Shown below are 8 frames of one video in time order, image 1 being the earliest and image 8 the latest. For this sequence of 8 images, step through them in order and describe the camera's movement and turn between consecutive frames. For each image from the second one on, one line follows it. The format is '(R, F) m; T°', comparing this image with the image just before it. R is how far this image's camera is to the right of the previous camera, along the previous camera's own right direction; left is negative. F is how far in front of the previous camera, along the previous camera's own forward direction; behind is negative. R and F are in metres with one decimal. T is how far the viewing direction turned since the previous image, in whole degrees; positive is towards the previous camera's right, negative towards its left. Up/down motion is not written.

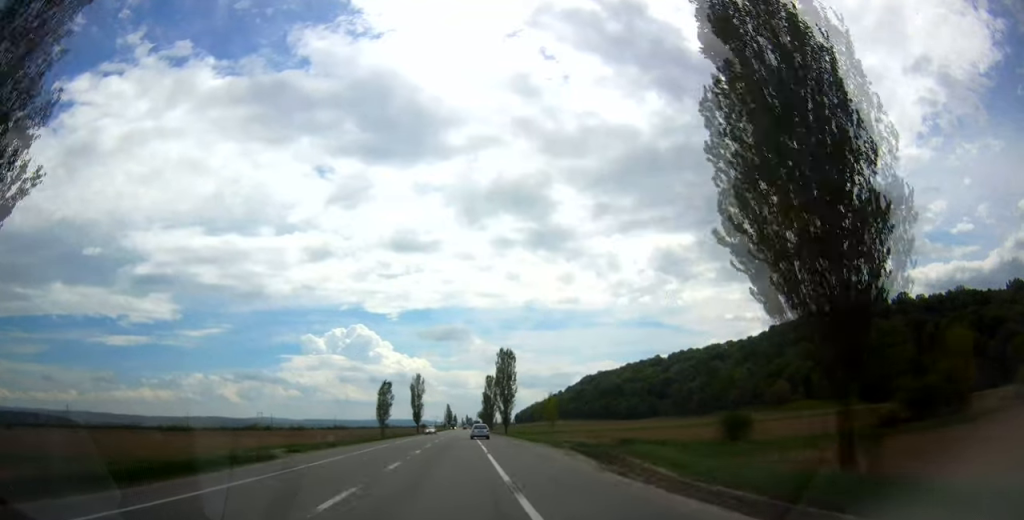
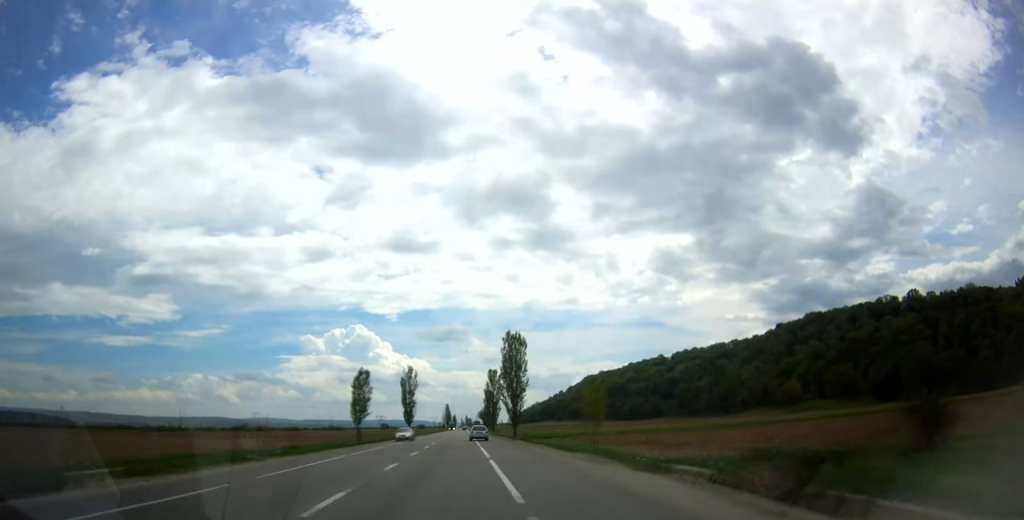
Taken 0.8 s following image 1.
(0.0, +18.3) m; 0°
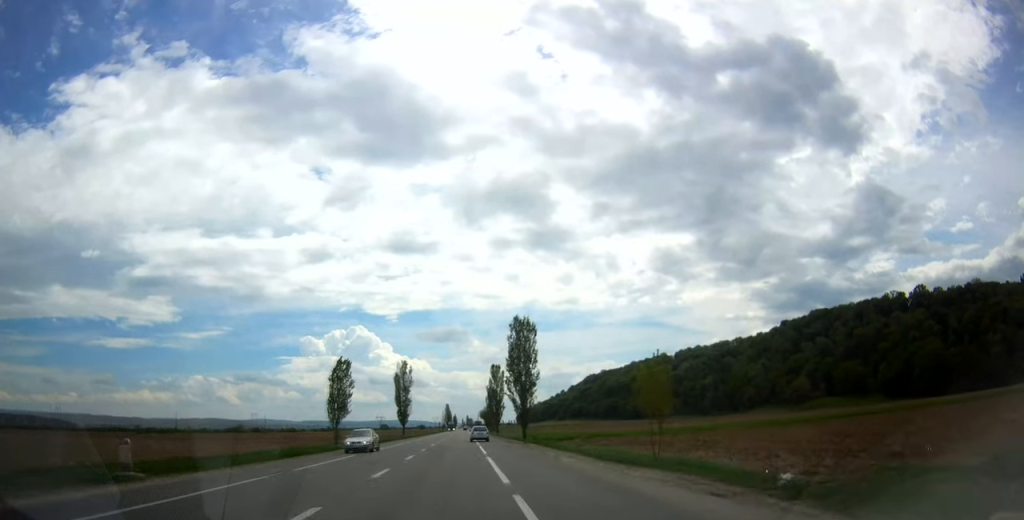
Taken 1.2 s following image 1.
(-0.1, +11.5) m; 0°
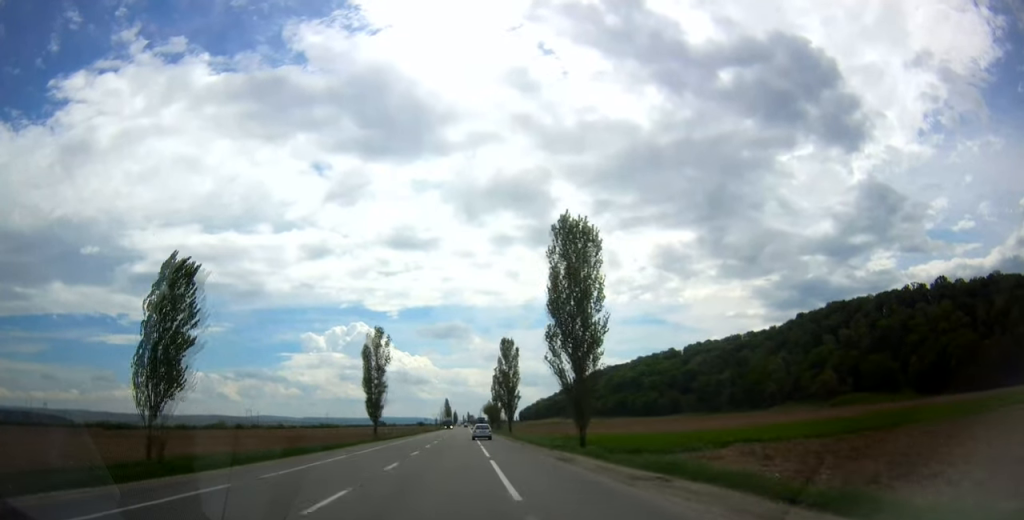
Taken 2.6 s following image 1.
(+0.1, +32.9) m; 0°
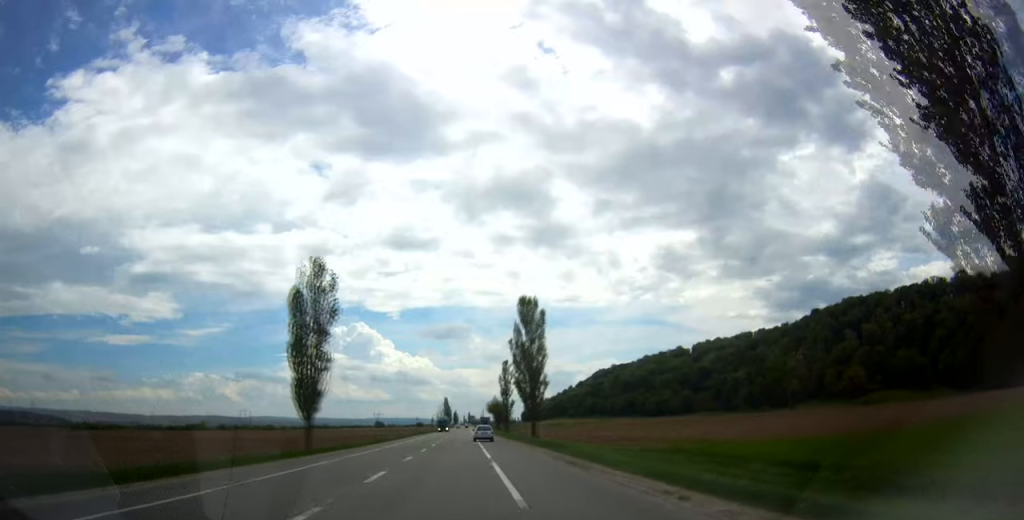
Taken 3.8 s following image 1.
(-0.1, +30.5) m; -1°
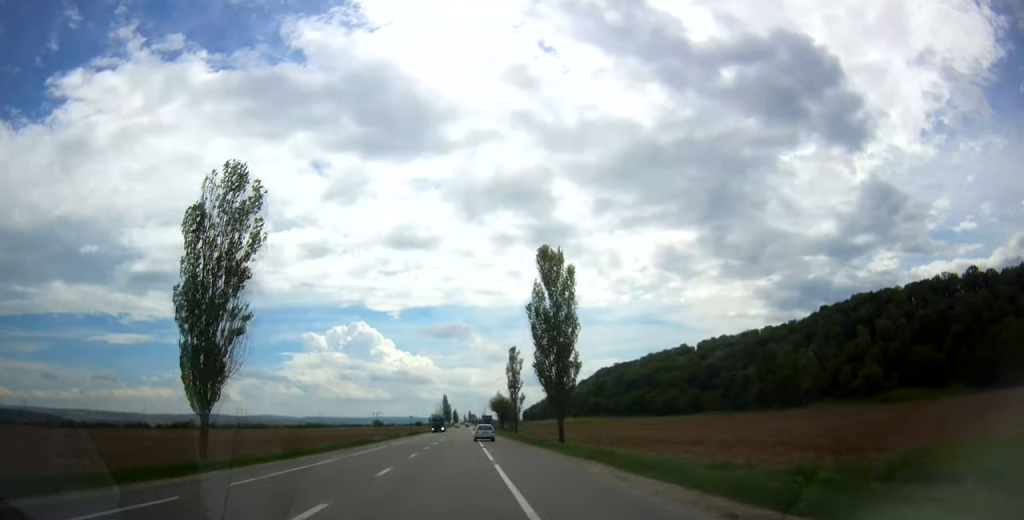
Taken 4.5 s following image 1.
(-0.2, +16.9) m; 0°
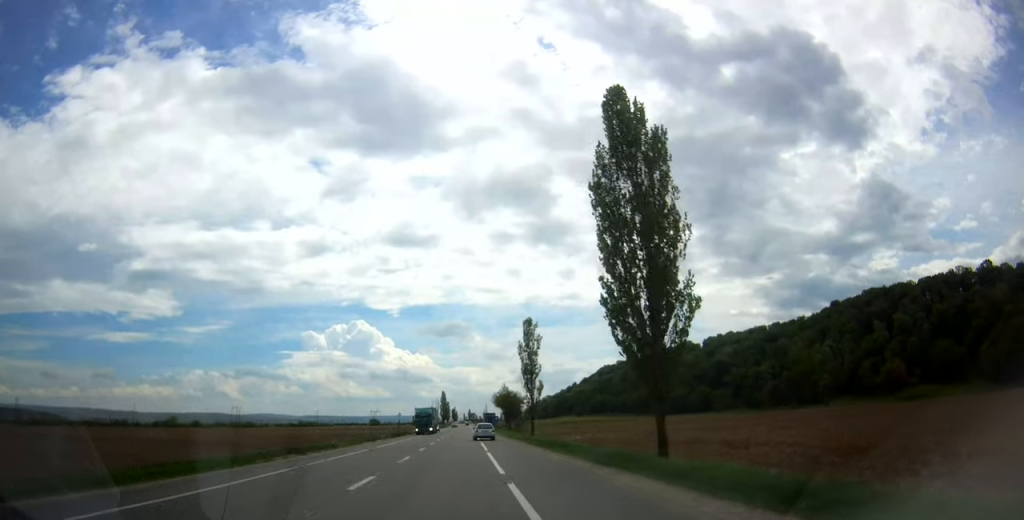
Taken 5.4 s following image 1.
(+0.2, +21.8) m; 0°
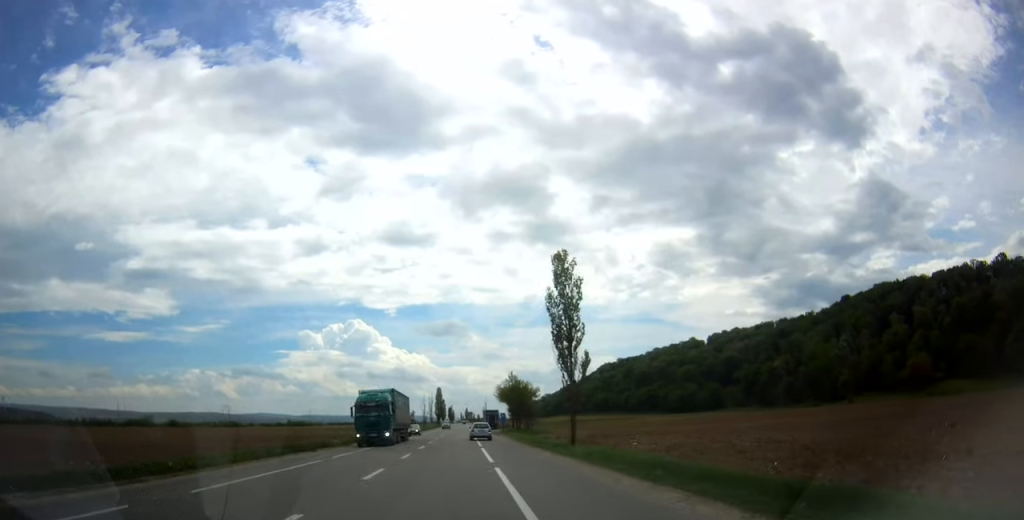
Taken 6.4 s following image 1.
(-0.2, +25.0) m; -1°
